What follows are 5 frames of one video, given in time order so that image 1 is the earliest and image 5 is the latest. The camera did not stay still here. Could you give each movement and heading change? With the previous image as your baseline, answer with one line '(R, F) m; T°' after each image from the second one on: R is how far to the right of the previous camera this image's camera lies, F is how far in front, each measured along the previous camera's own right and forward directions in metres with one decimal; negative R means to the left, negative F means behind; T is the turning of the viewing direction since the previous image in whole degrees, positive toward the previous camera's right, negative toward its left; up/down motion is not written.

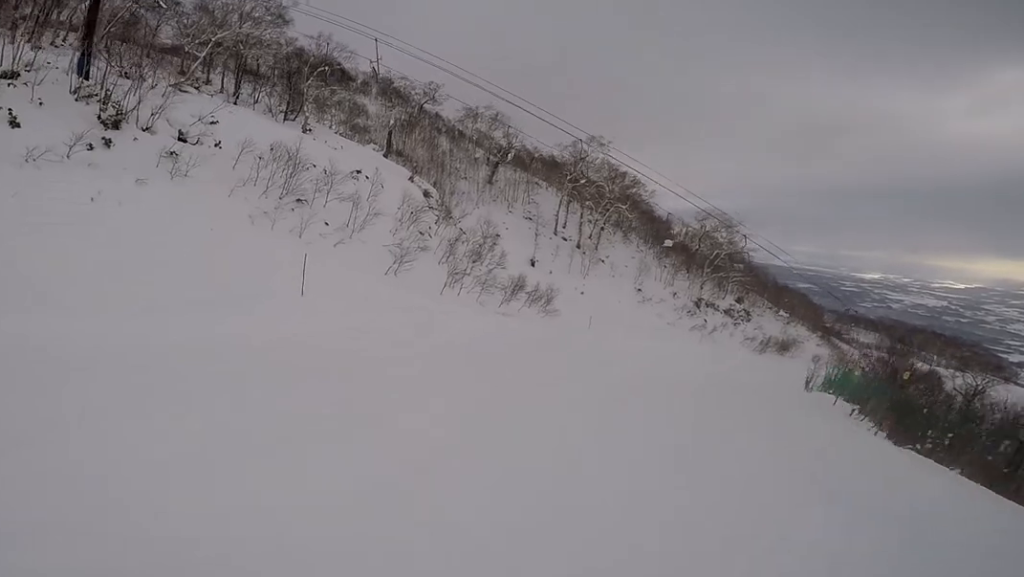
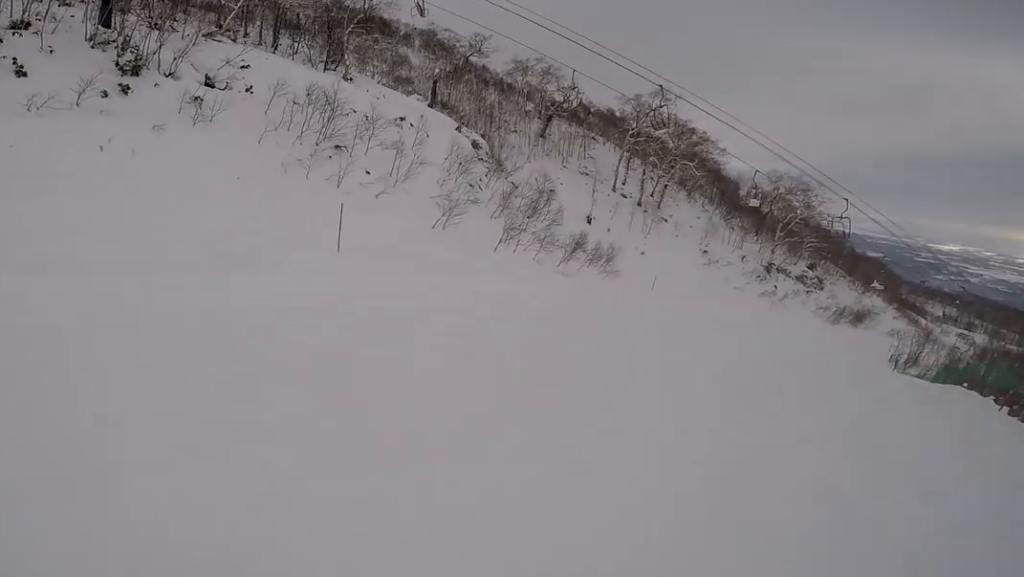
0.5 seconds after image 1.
(-0.7, +2.1) m; -9°
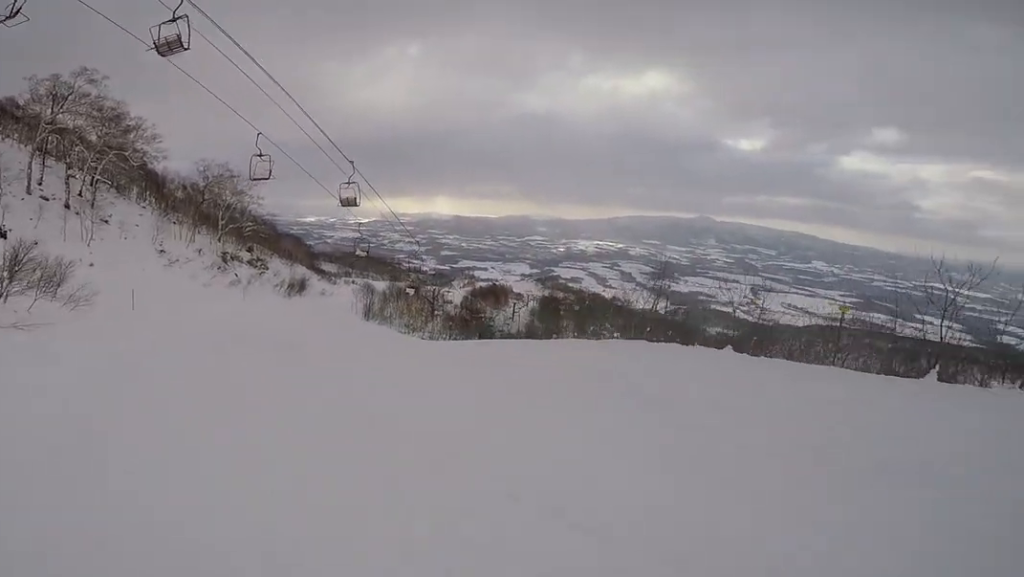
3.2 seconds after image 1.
(+5.2, +10.7) m; +49°
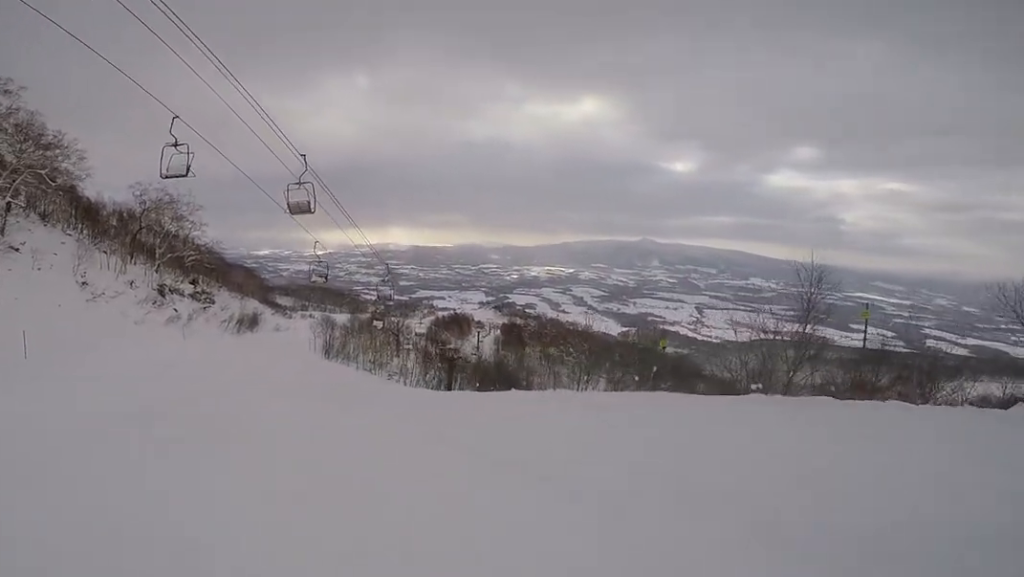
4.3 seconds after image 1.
(+0.7, +6.3) m; +10°
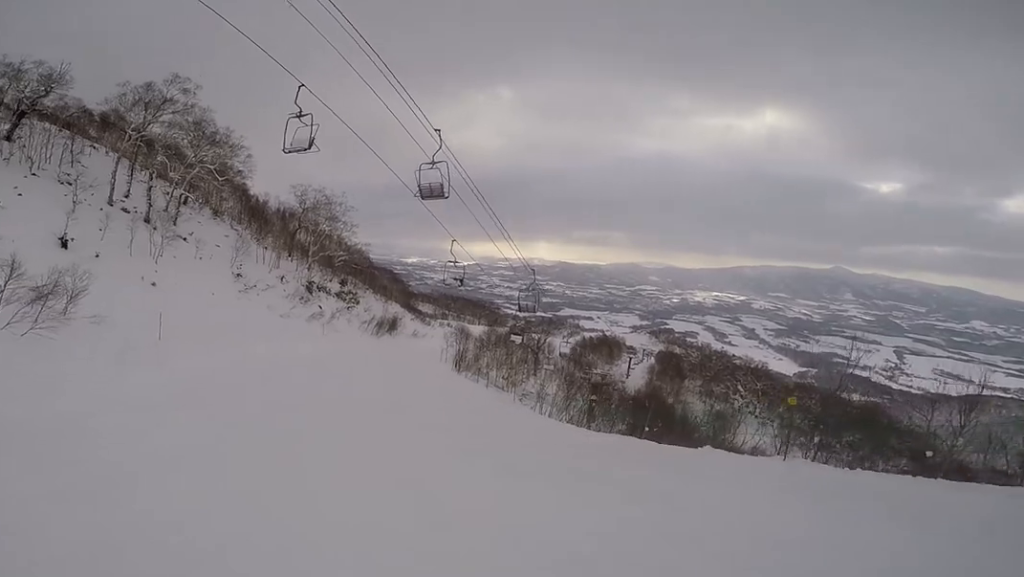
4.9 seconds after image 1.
(+0.2, +3.6) m; -1°
